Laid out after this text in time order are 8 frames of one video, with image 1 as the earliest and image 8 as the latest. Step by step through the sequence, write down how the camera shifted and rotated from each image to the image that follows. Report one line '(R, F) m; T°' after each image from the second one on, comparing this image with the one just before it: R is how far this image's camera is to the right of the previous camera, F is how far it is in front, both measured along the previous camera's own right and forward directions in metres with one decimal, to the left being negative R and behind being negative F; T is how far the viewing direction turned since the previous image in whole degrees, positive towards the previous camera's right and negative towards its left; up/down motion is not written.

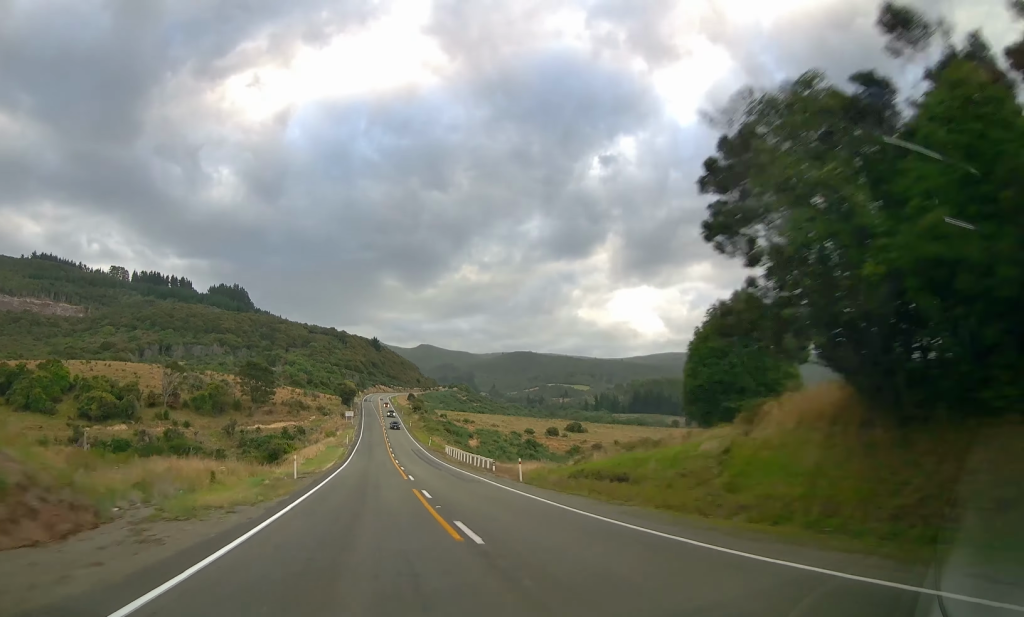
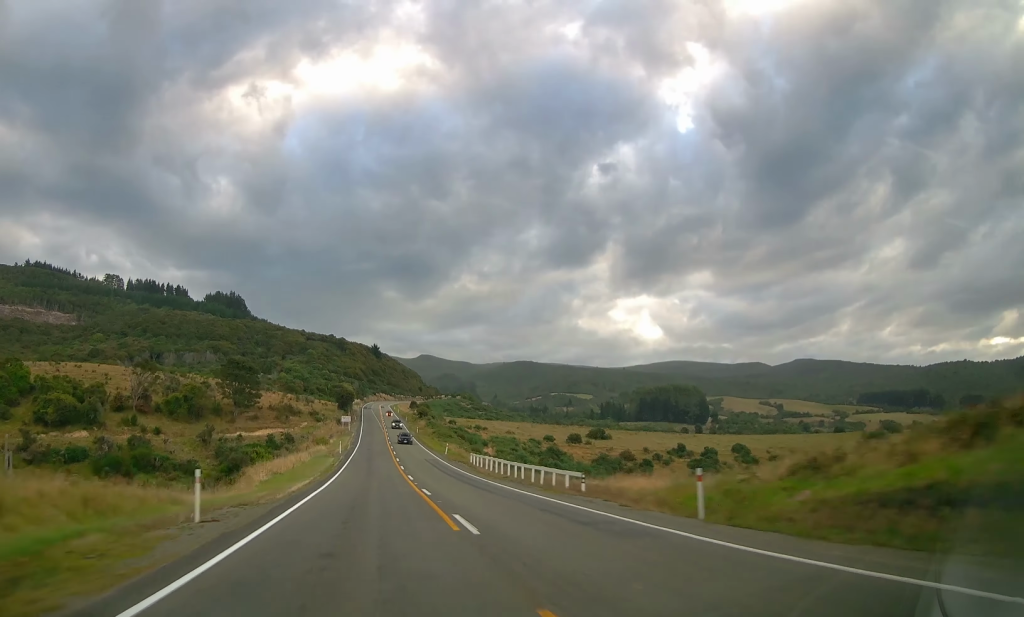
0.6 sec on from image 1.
(0.0, +18.1) m; +1°
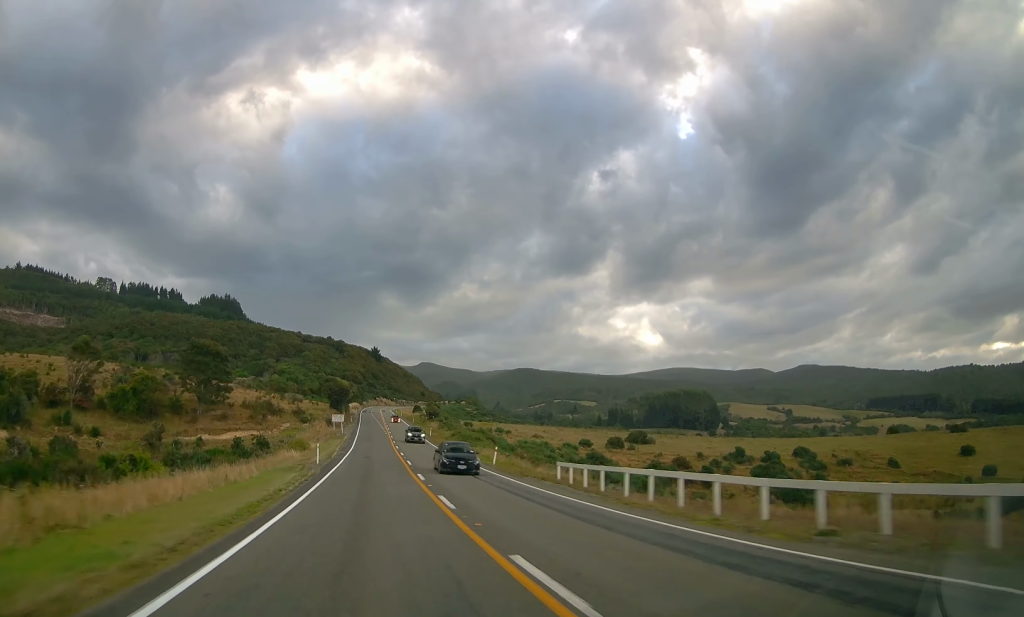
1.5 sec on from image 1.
(+0.3, +25.8) m; +1°
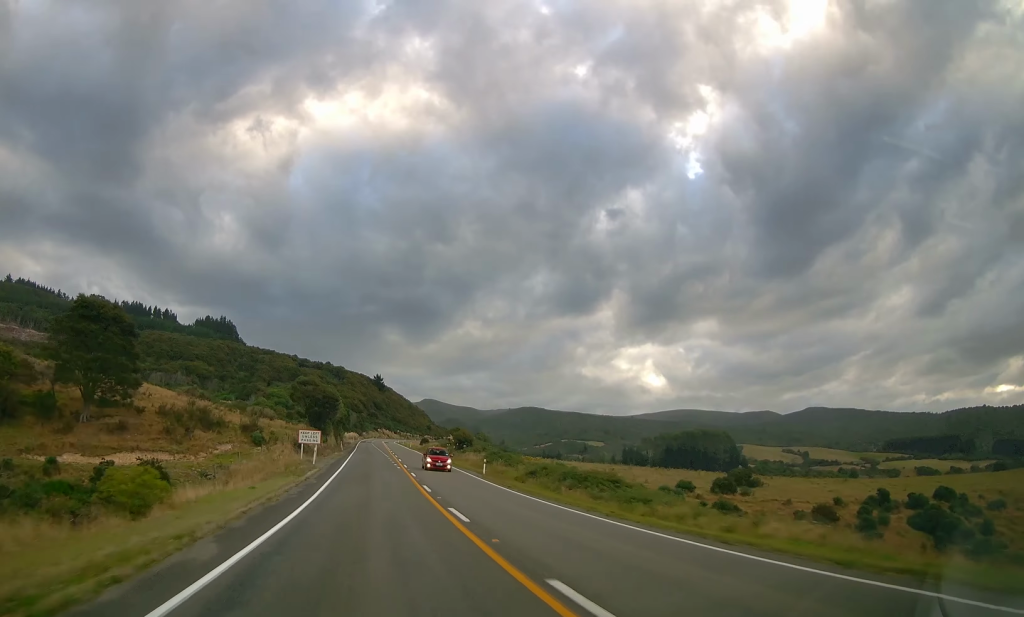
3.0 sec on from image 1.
(+0.5, +40.5) m; 0°
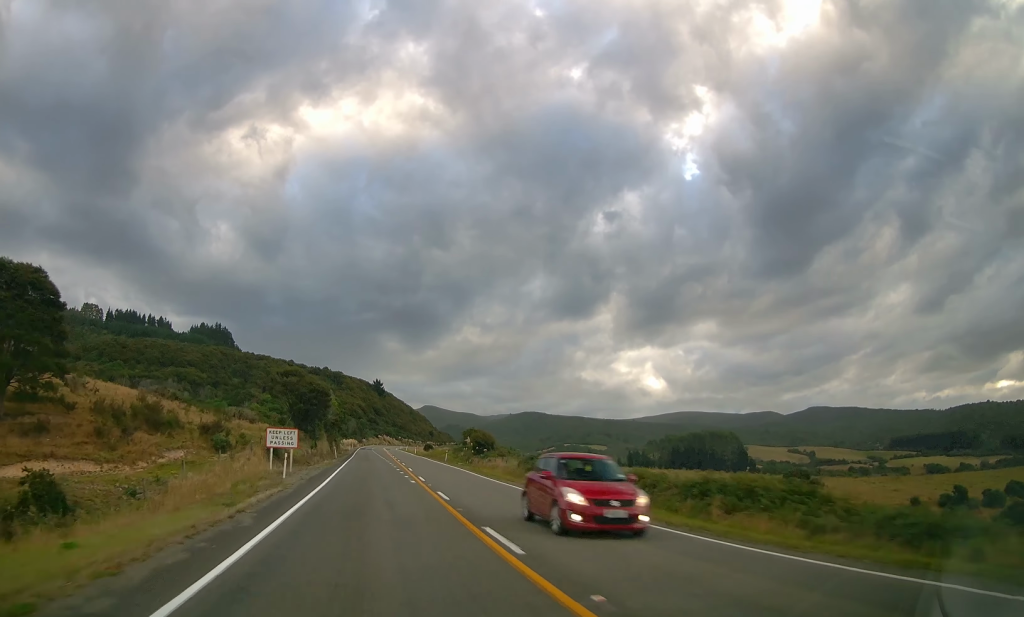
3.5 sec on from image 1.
(+0.1, +14.8) m; -1°
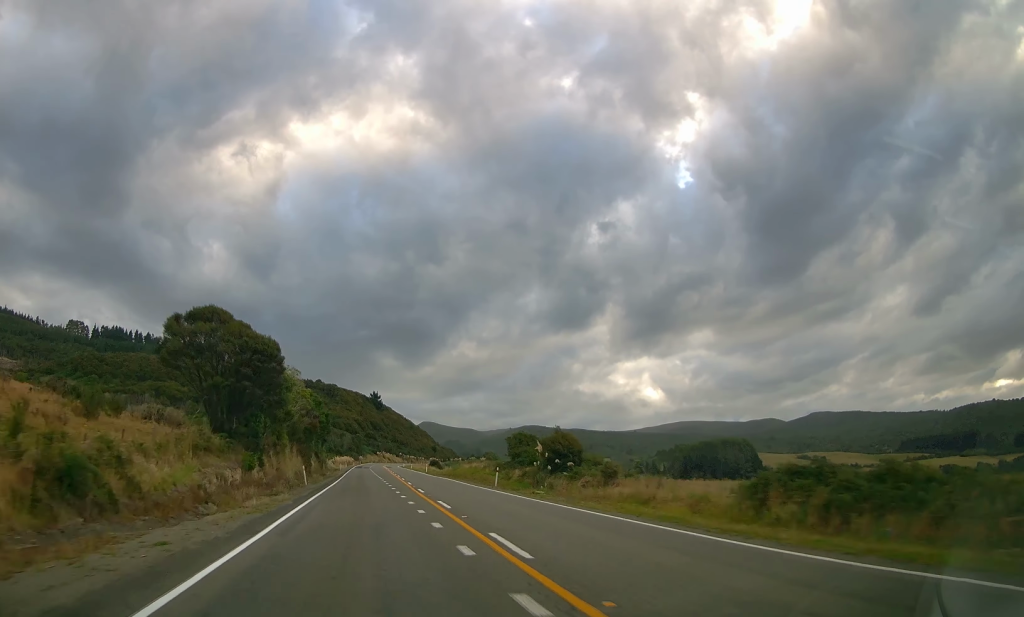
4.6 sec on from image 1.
(-0.7, +29.5) m; -1°
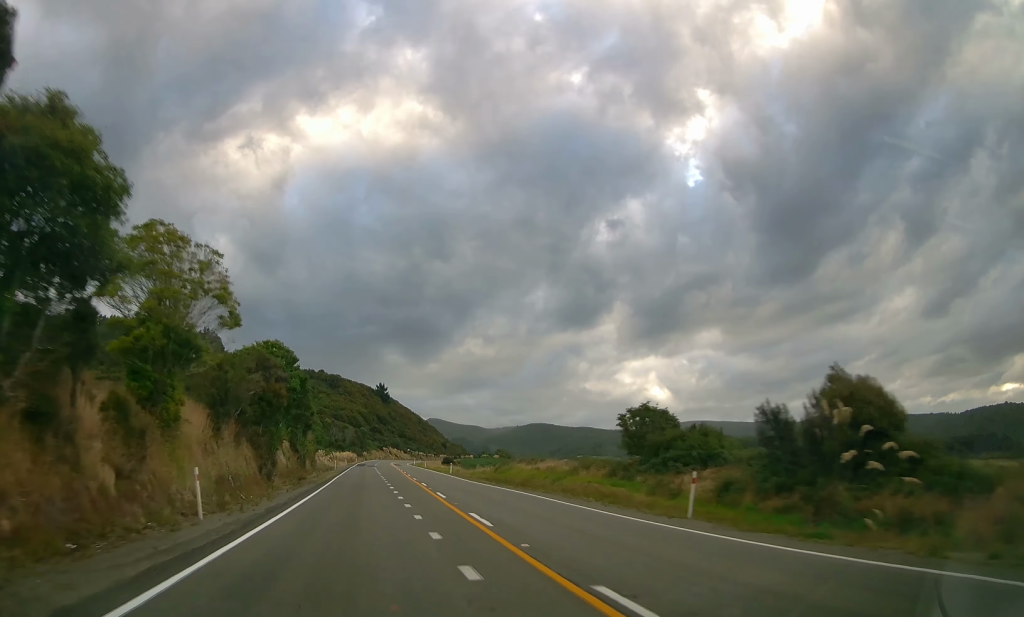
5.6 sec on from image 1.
(+0.2, +25.1) m; -1°
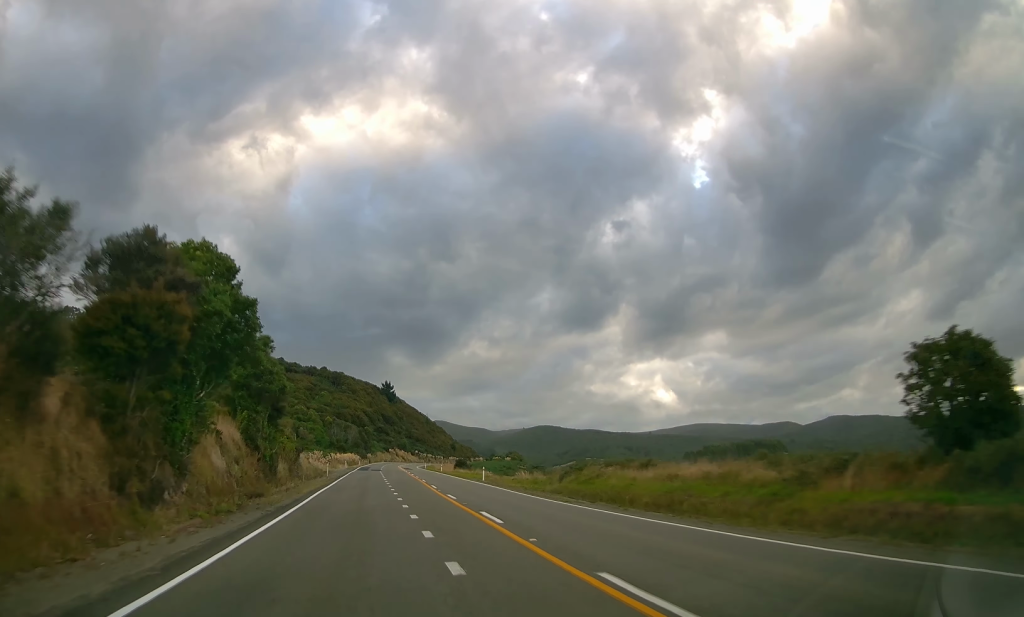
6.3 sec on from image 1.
(-0.5, +18.7) m; -1°
